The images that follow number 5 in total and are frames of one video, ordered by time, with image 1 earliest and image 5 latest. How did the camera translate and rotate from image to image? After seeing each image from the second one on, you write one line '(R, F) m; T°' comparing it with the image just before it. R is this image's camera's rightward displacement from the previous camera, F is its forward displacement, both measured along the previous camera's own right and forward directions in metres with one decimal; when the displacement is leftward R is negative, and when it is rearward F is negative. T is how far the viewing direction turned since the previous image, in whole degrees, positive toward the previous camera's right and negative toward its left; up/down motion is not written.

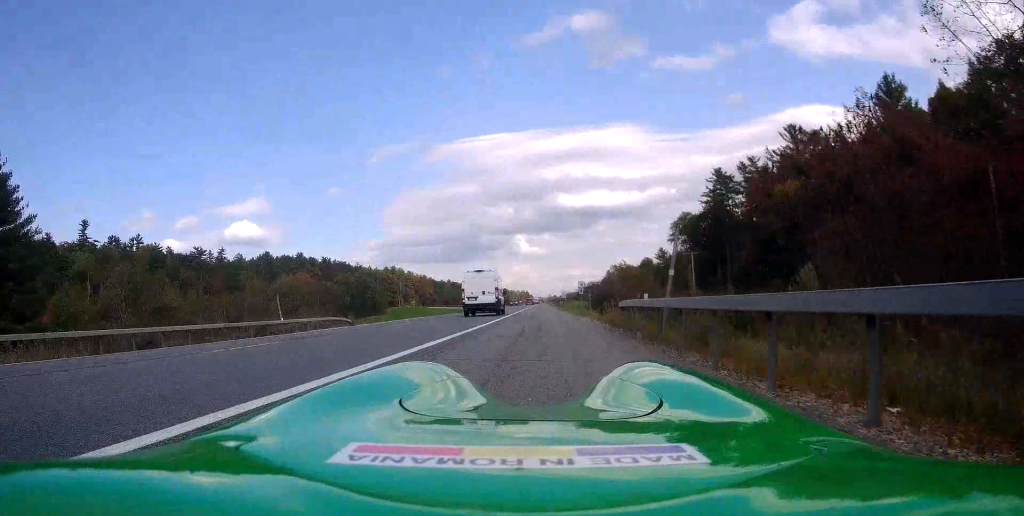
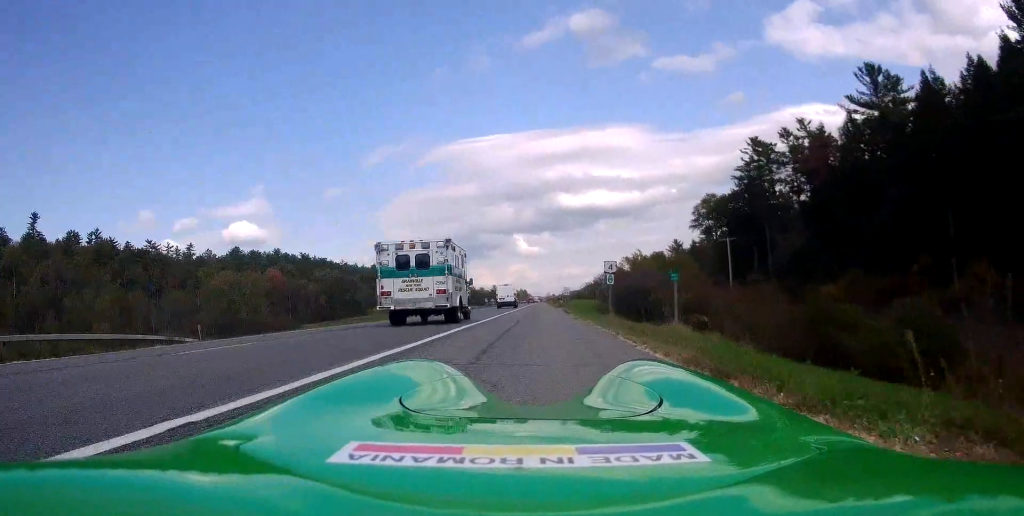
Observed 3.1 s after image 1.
(+1.2, +26.1) m; +2°
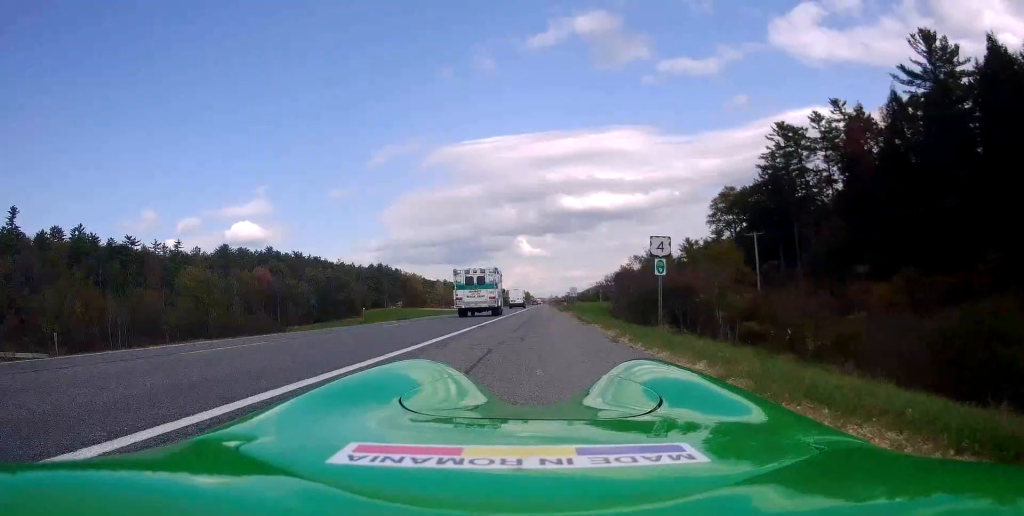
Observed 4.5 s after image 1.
(-1.0, +11.7) m; -3°
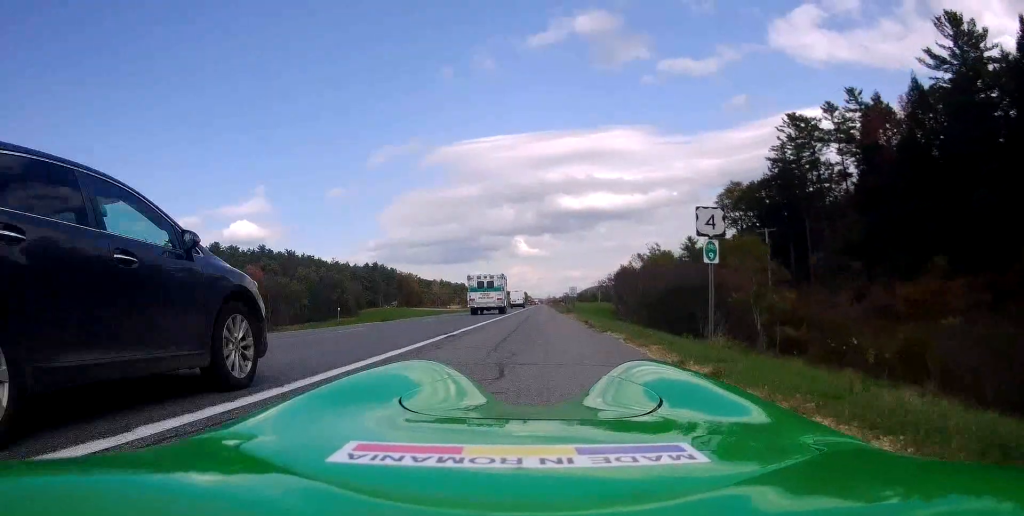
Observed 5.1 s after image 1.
(+0.1, +5.3) m; +1°
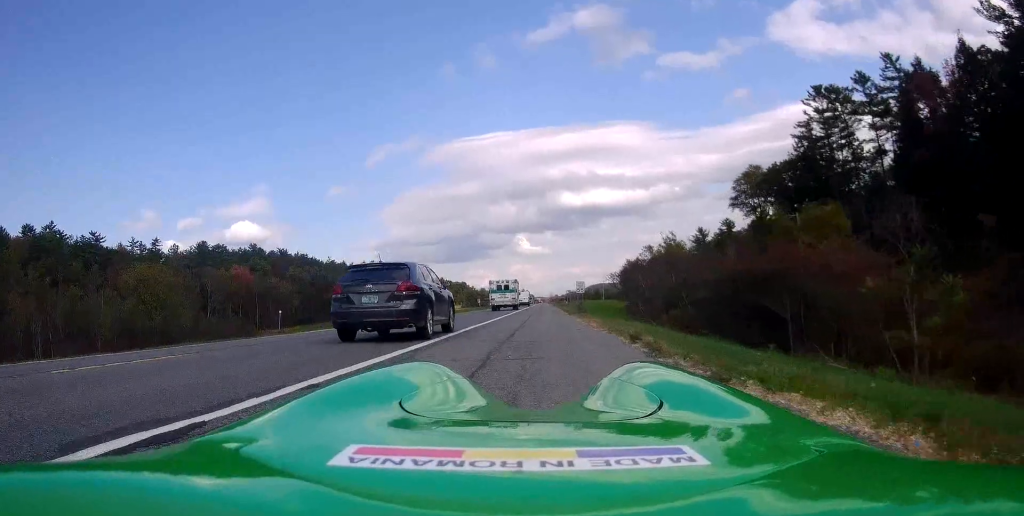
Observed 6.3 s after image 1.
(0.0, +10.1) m; 0°
